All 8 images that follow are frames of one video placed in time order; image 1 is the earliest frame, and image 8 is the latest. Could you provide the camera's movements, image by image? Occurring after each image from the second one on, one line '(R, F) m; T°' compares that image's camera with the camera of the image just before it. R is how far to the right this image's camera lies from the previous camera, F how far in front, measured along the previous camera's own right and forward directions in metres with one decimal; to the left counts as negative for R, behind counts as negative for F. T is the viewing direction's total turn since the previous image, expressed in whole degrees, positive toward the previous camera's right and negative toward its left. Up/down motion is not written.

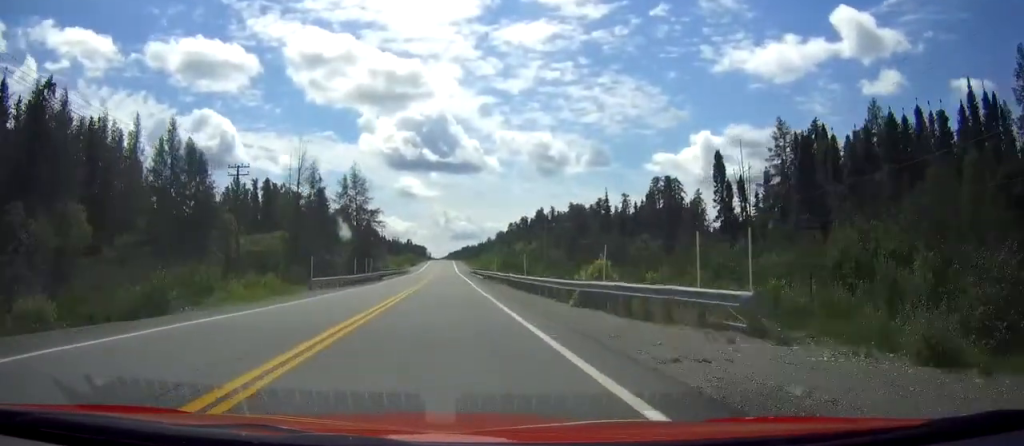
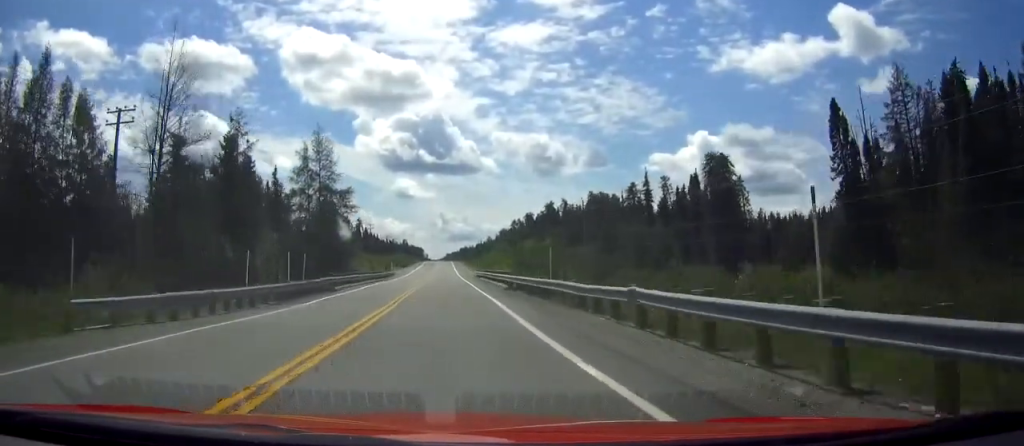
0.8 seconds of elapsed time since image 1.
(+0.1, +27.8) m; 0°
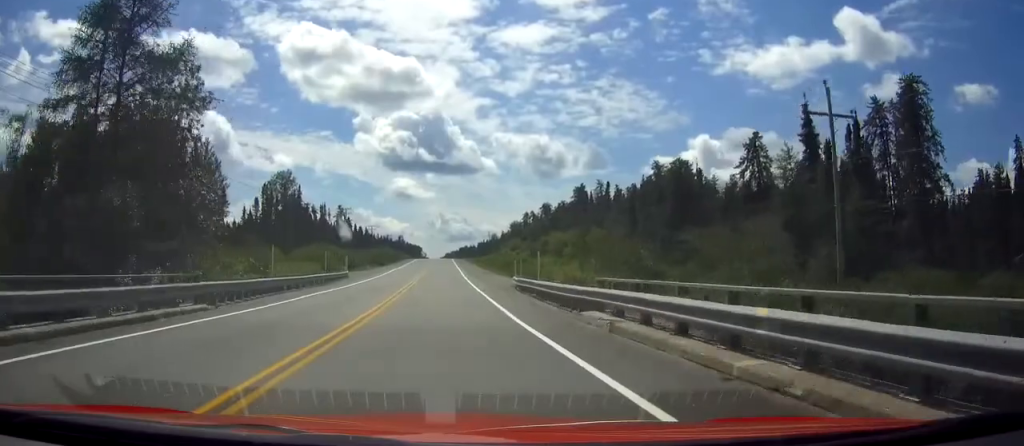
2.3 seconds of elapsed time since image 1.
(0.0, +47.8) m; 0°
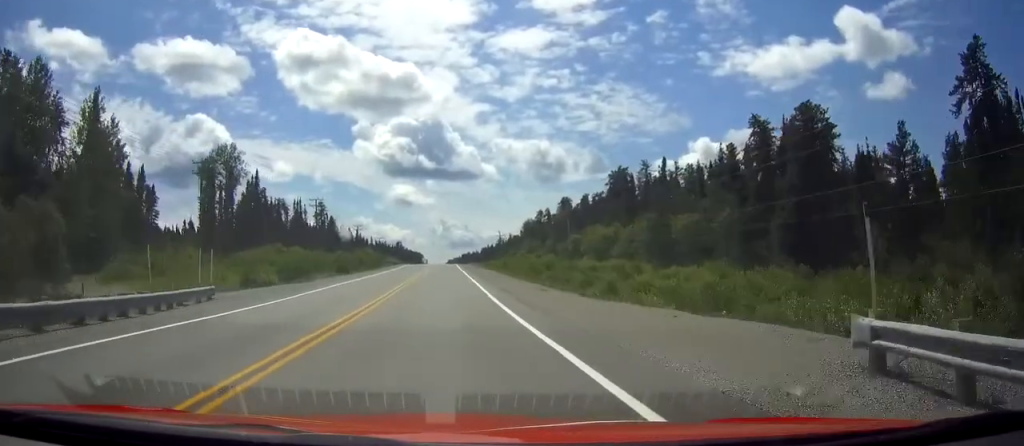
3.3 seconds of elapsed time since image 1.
(-0.1, +35.6) m; 0°
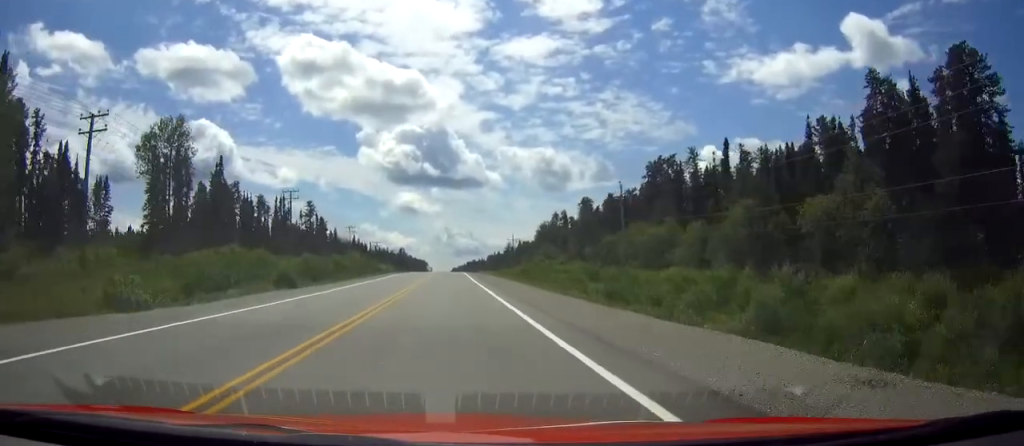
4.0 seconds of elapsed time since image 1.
(0.0, +22.2) m; 0°
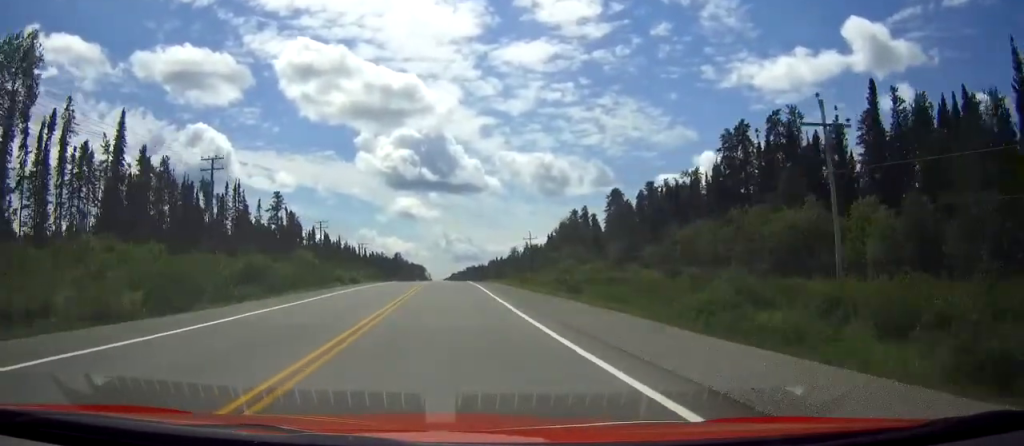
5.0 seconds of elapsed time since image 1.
(0.0, +32.0) m; 0°
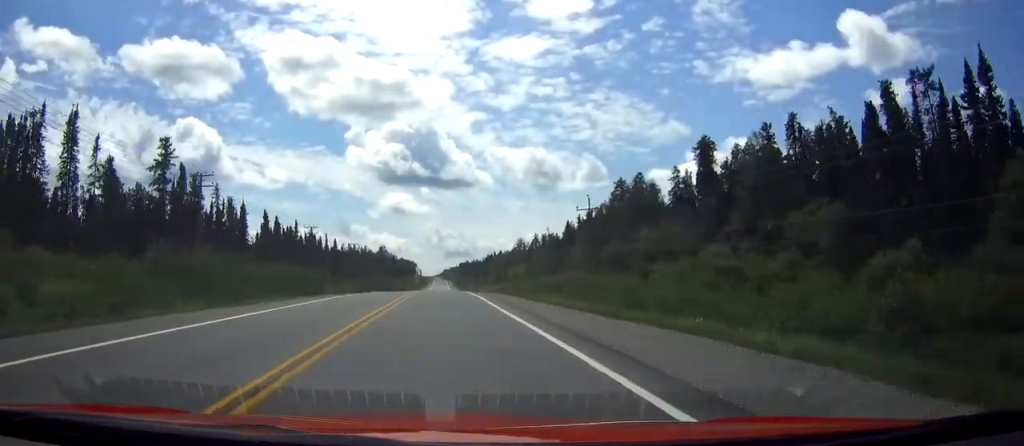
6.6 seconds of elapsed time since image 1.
(0.0, +53.8) m; 0°
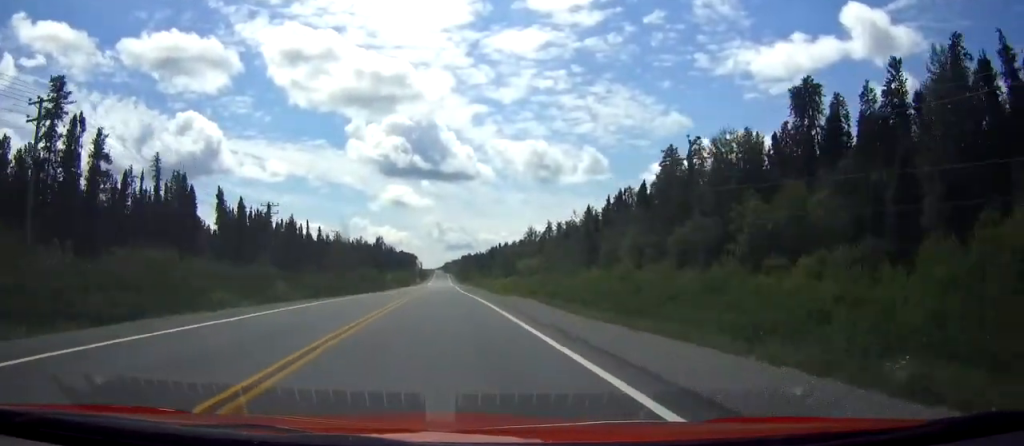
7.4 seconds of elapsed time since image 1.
(+0.1, +27.3) m; 0°
